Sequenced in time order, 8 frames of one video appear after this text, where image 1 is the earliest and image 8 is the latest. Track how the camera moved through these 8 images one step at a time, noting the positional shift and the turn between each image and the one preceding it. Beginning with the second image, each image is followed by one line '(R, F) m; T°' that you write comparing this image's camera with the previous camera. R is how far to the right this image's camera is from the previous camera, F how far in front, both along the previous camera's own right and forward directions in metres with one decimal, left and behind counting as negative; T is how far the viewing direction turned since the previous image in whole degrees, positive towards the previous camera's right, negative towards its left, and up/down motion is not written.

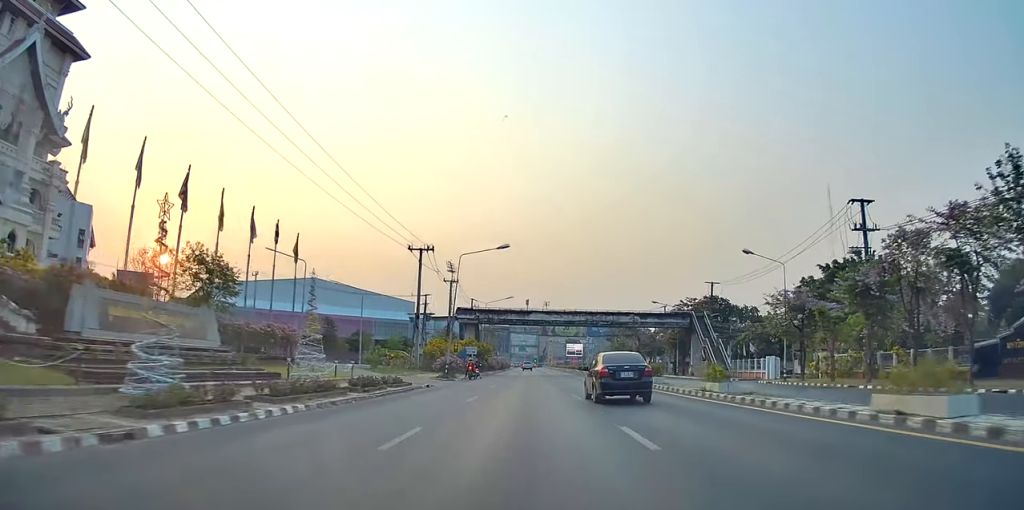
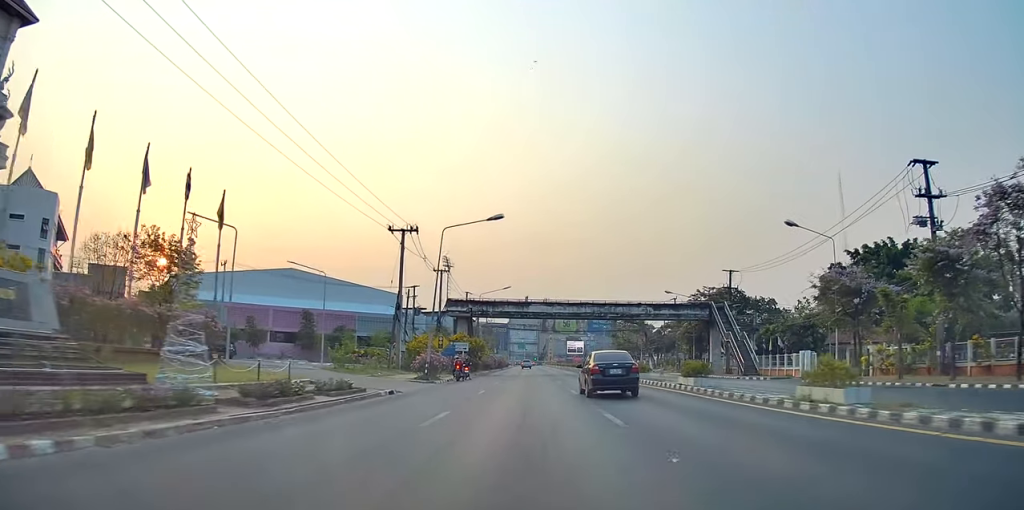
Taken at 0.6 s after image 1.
(0.0, +8.5) m; 0°
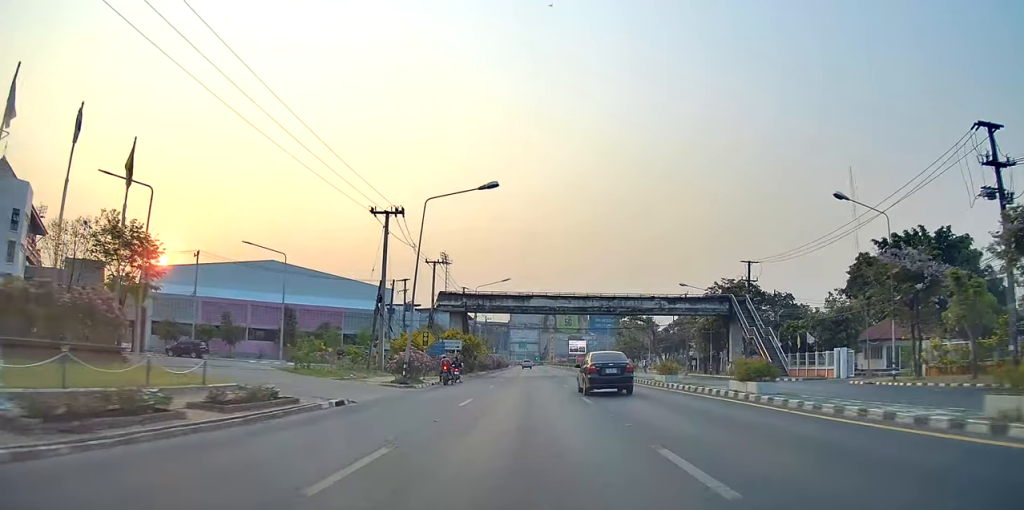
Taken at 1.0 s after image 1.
(0.0, +6.4) m; -1°
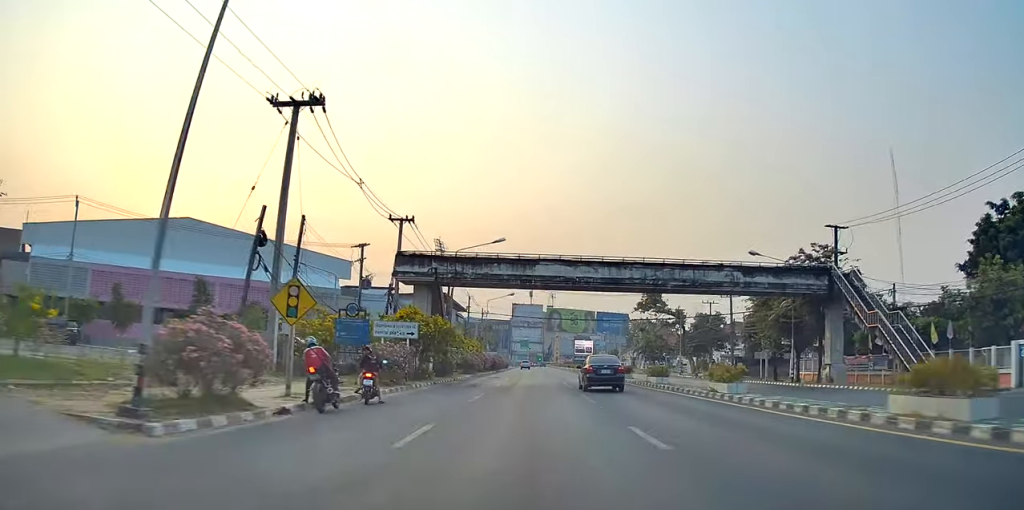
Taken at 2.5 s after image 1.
(-0.5, +21.2) m; -1°
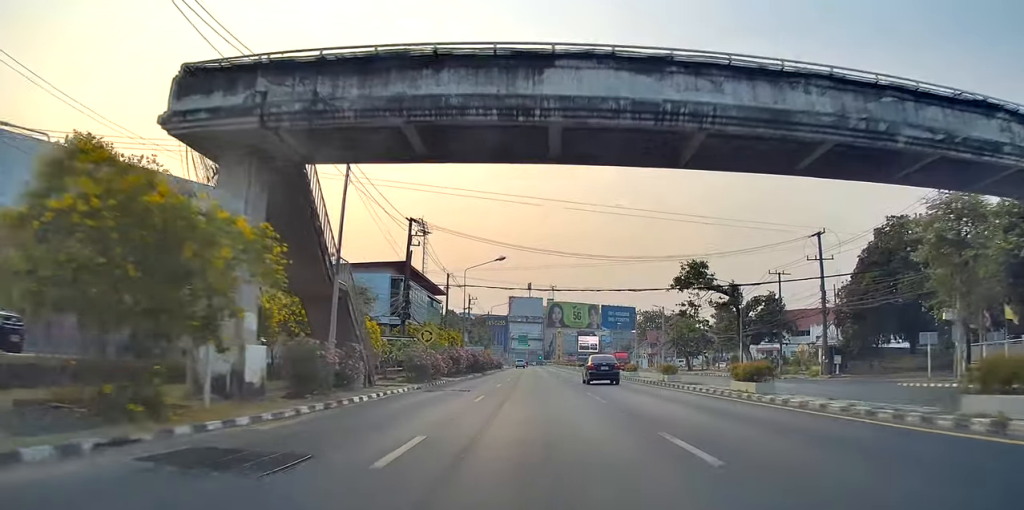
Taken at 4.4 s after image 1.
(+0.6, +25.4) m; +3°
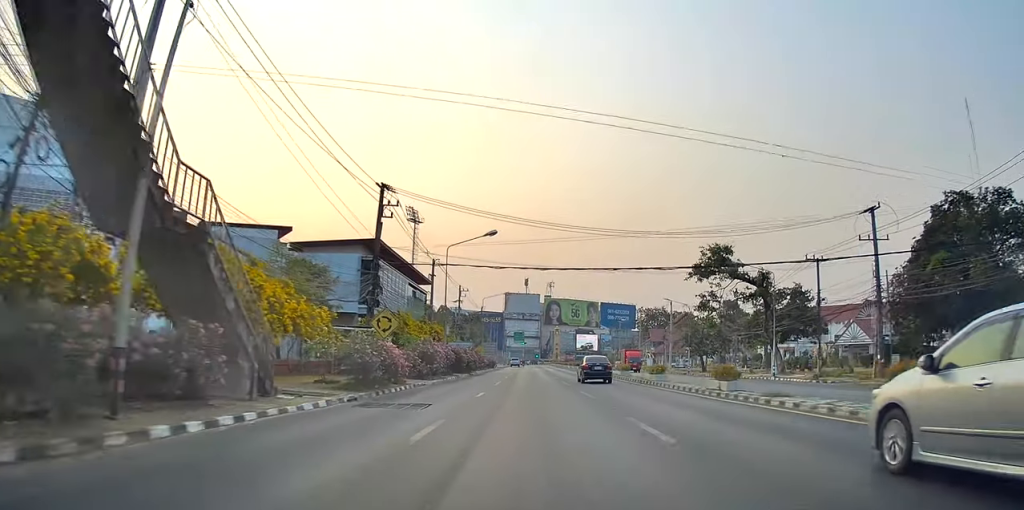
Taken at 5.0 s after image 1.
(+0.1, +9.2) m; +1°
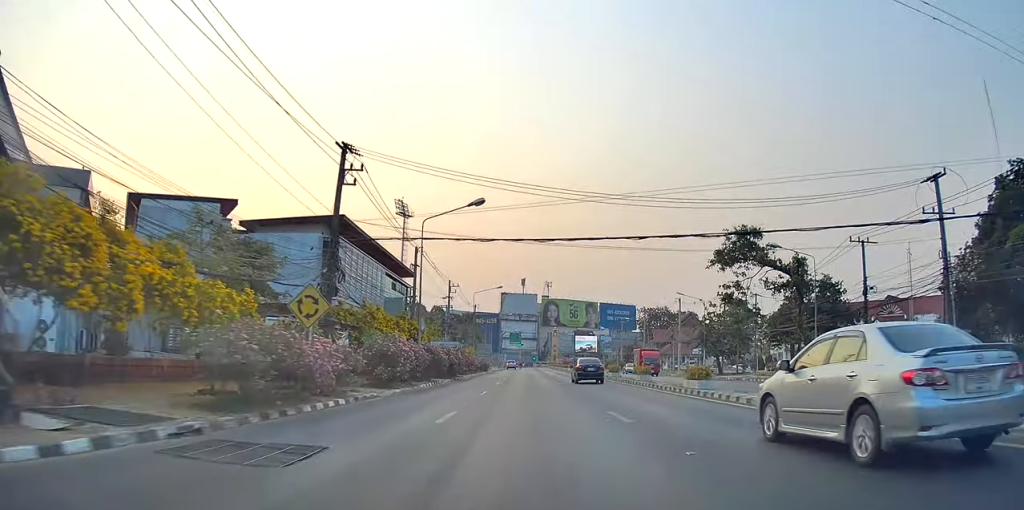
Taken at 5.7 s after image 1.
(+0.3, +8.5) m; 0°
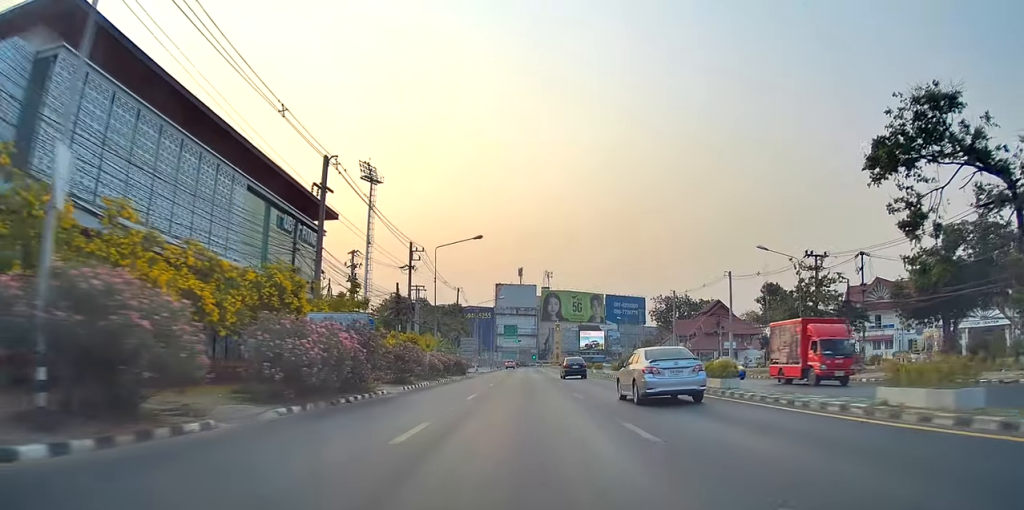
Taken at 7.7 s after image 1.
(-1.2, +26.9) m; -3°
